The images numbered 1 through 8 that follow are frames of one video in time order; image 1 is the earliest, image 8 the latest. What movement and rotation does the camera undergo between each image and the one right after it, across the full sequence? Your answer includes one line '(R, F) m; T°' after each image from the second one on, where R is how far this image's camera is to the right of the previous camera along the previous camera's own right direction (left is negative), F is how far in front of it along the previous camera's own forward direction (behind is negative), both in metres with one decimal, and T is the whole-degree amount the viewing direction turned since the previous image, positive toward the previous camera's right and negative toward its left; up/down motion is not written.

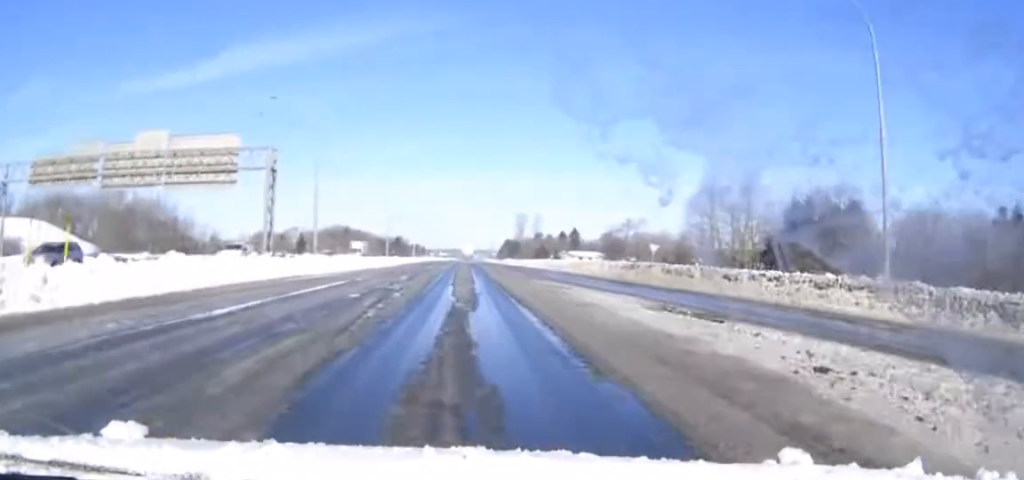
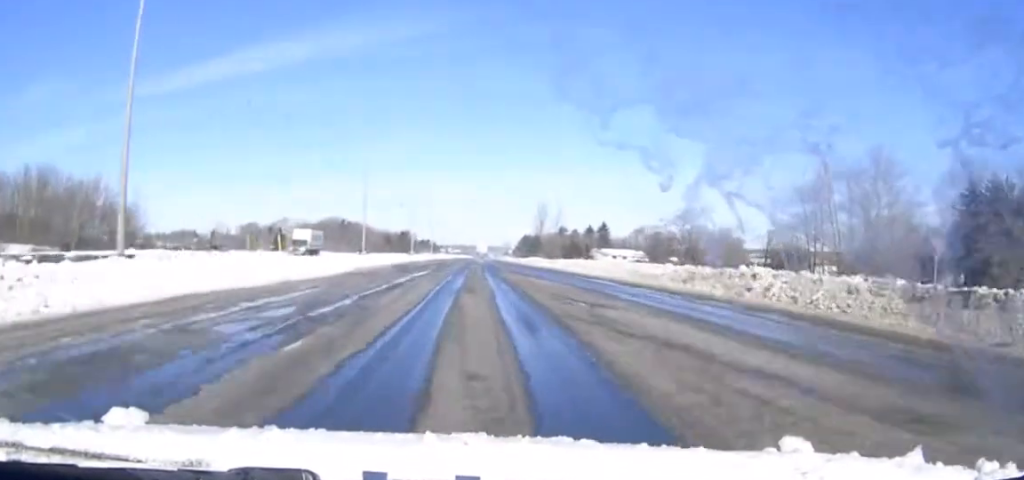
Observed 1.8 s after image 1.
(-0.1, +35.4) m; 0°
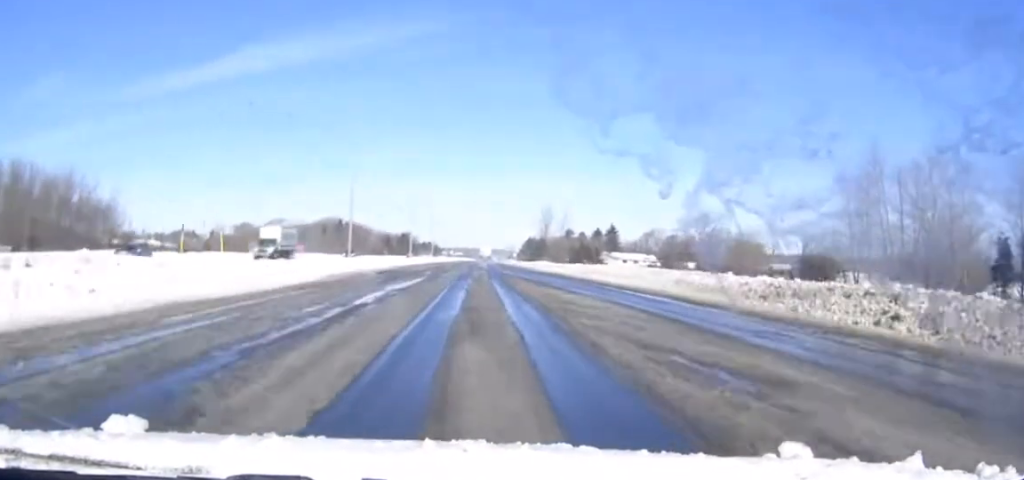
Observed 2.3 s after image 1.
(0.0, +9.9) m; 0°
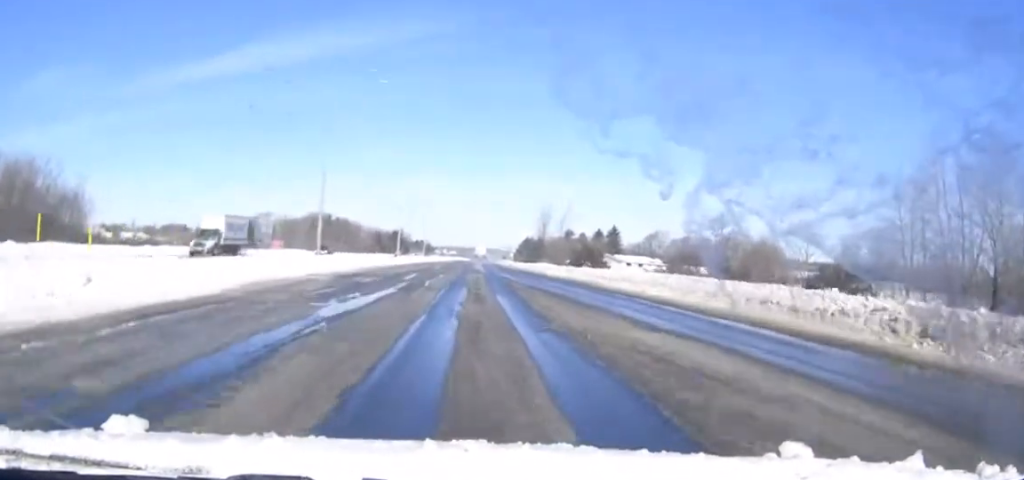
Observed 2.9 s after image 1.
(0.0, +11.3) m; 0°
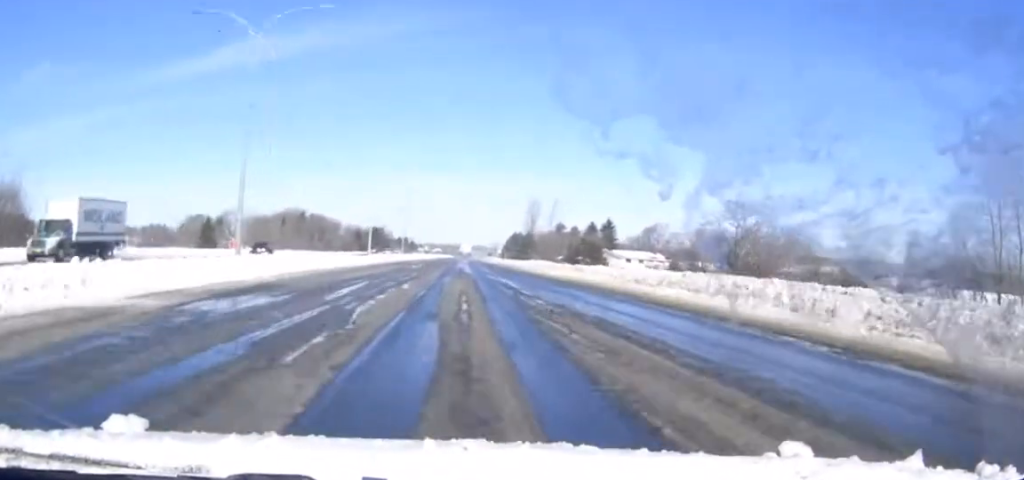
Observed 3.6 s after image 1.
(0.0, +15.7) m; 0°
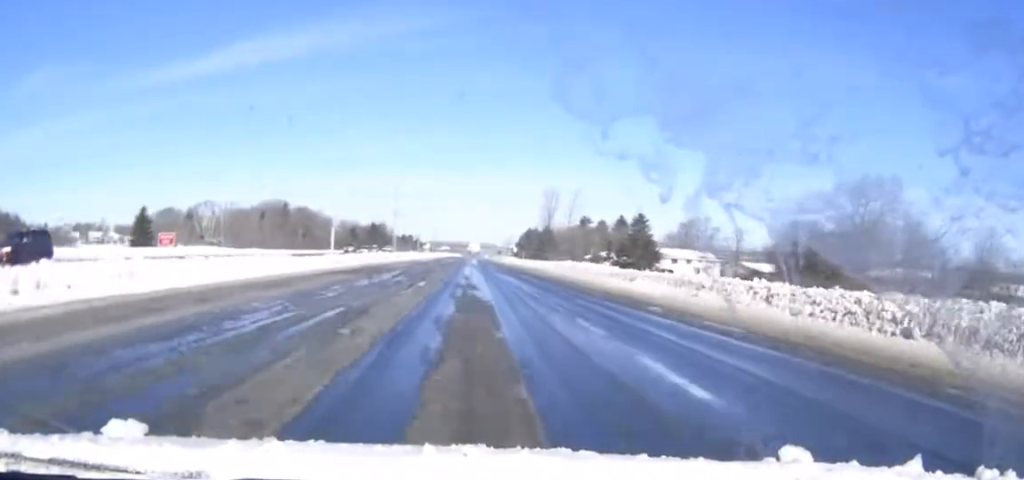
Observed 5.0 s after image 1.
(+0.1, +29.9) m; 0°
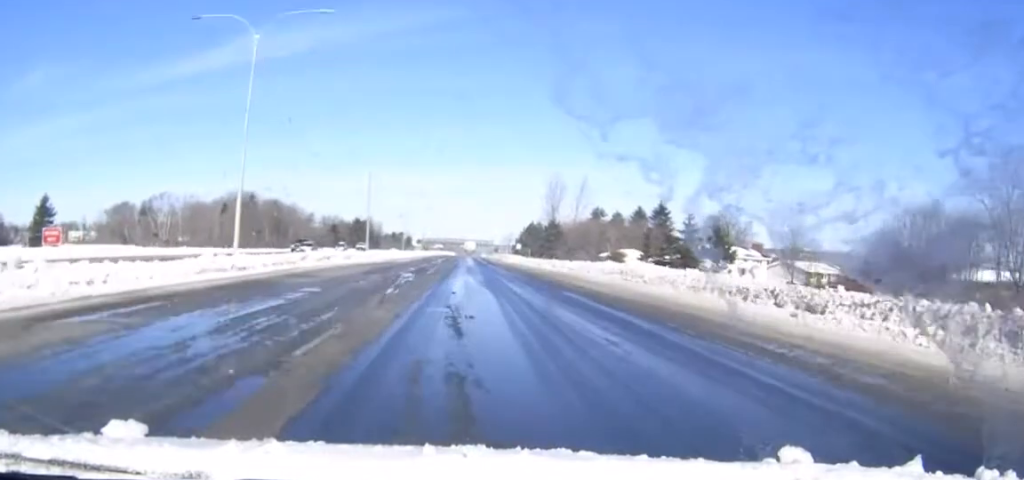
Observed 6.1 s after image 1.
(+0.1, +24.8) m; 0°
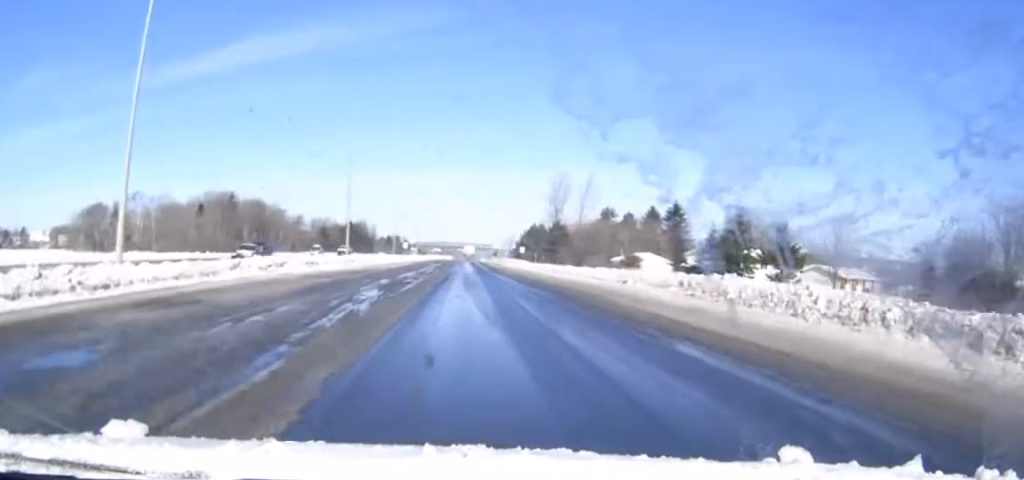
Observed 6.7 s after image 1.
(0.0, +13.0) m; 0°
